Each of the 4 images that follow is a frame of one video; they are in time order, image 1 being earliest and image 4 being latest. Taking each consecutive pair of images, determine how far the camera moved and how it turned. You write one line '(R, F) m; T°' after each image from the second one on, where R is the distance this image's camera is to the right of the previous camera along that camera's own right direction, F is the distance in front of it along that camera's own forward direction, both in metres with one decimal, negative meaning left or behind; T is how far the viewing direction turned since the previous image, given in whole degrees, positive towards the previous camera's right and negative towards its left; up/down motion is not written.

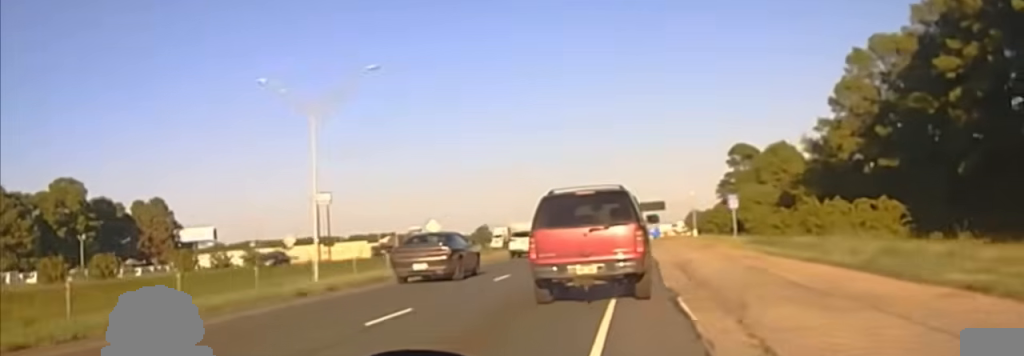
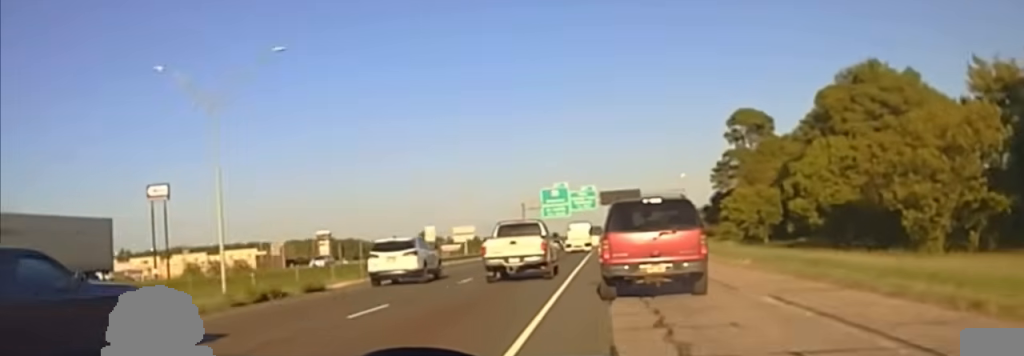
(+0.8, +81.3) m; +2°
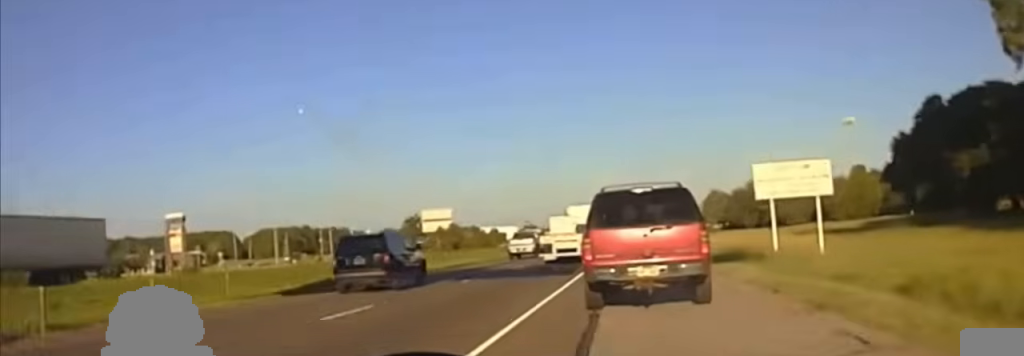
(-0.9, +130.0) m; -1°
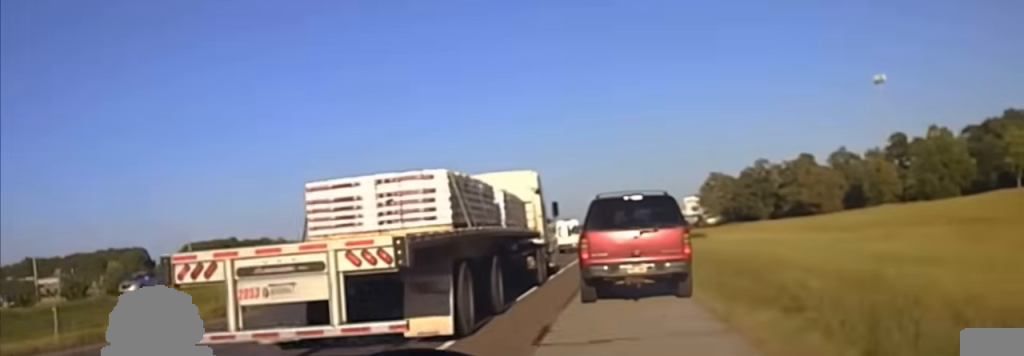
(+0.7, +97.2) m; +1°
